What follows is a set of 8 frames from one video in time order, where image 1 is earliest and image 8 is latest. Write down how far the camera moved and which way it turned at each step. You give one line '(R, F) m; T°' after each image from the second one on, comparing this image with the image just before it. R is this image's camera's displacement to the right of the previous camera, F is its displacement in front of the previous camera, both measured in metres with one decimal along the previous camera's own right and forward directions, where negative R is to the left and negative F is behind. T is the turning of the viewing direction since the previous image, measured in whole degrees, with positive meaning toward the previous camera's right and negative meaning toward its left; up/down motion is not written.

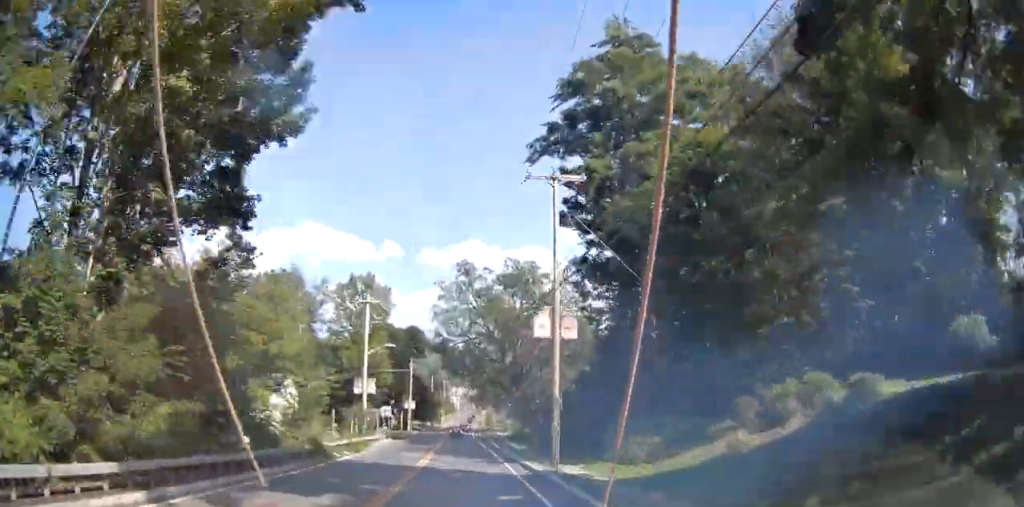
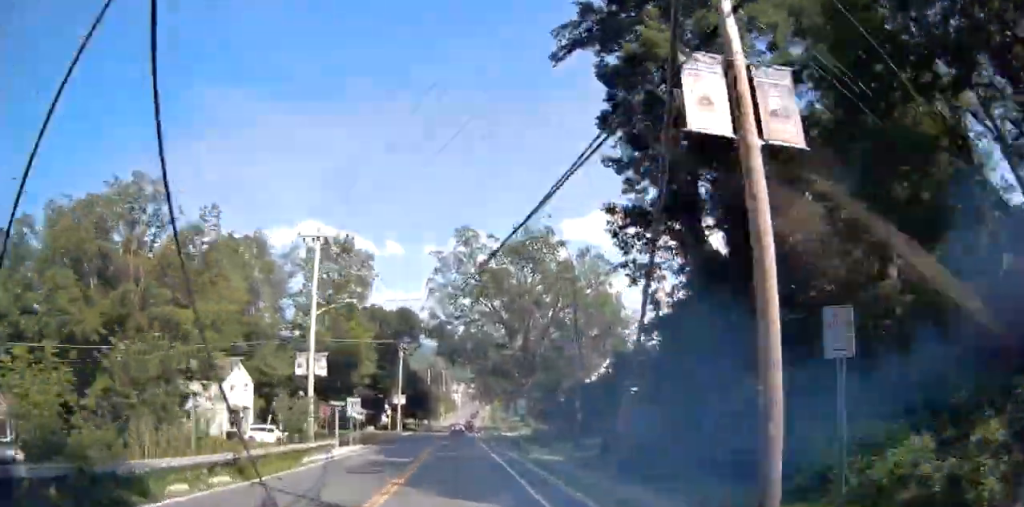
(0.0, +16.2) m; 0°
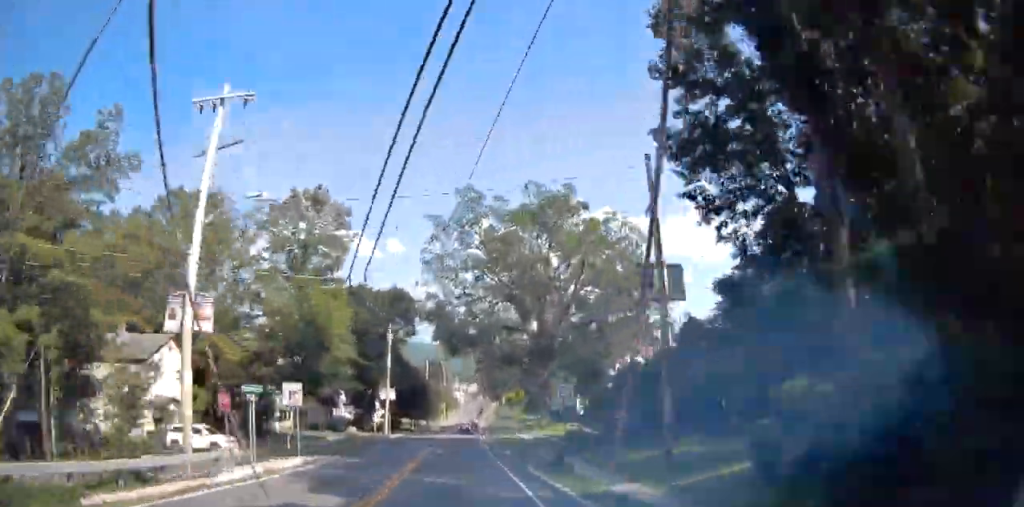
(0.0, +14.1) m; 0°
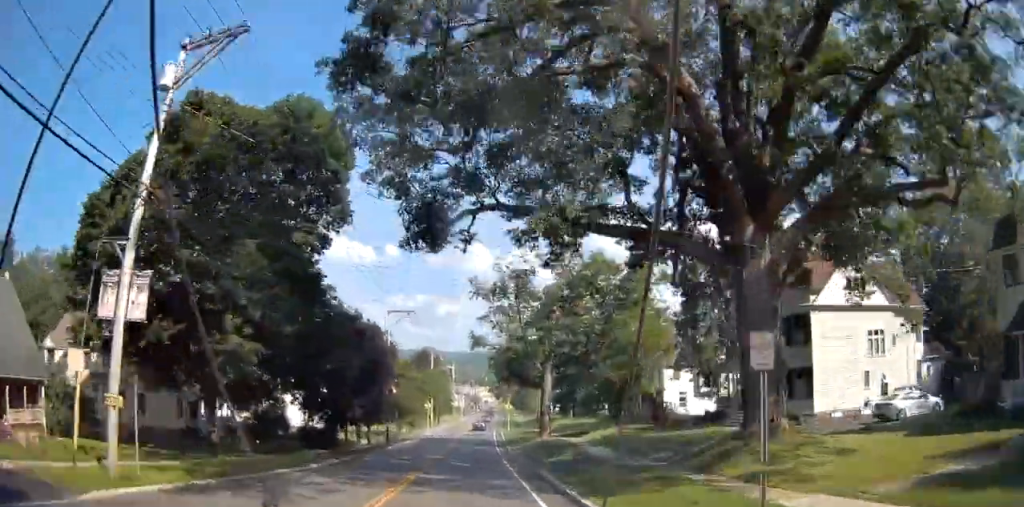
(+0.1, +51.1) m; 0°
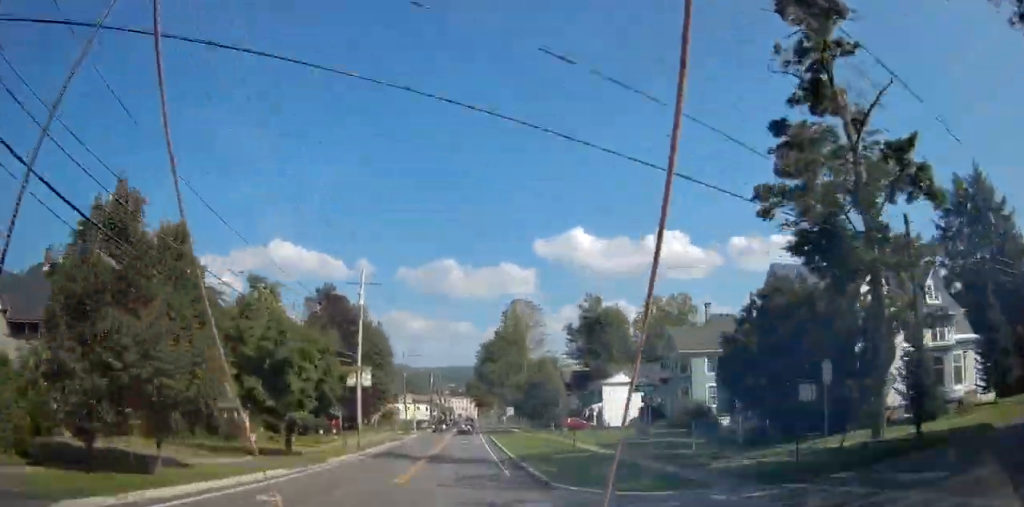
(+0.7, +81.2) m; +2°
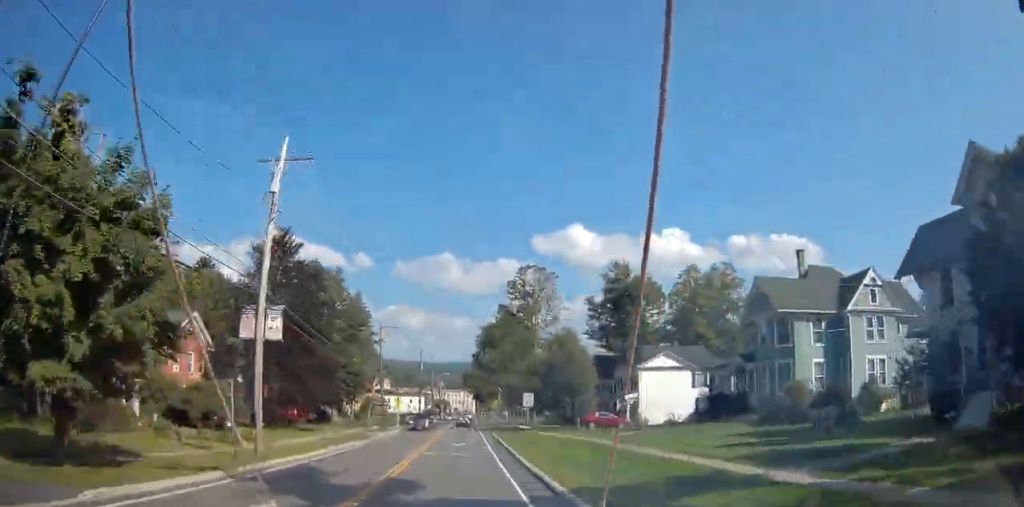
(+0.1, +19.0) m; +1°
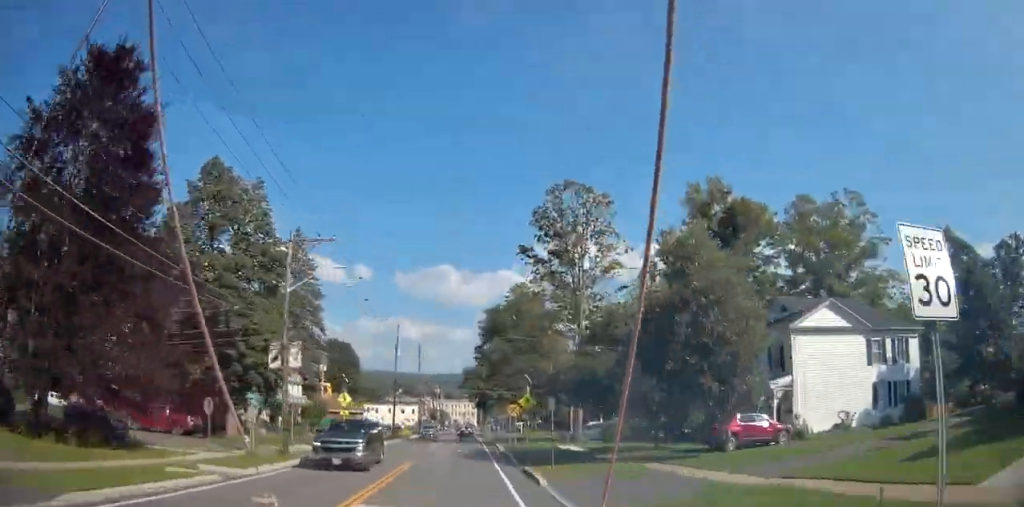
(+0.4, +30.9) m; 0°
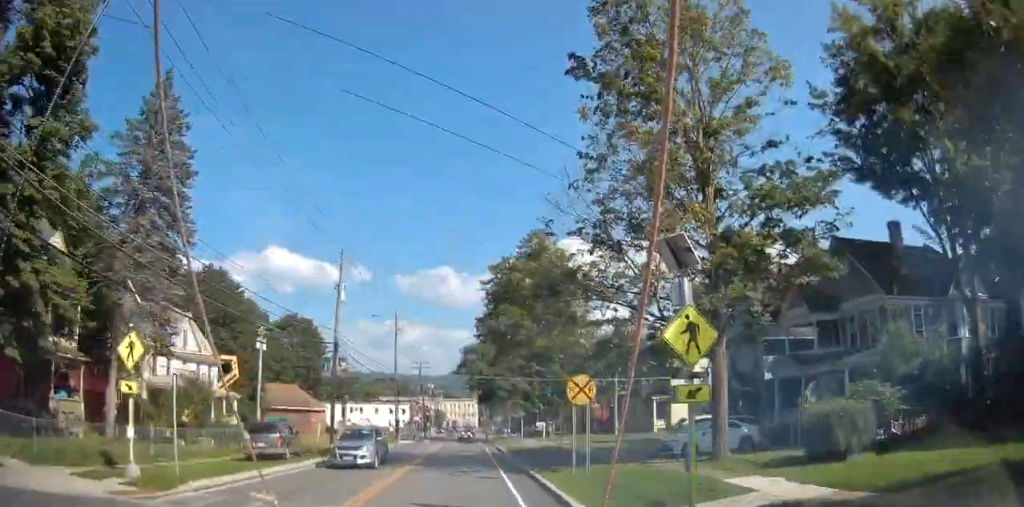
(-0.3, +26.2) m; -2°
